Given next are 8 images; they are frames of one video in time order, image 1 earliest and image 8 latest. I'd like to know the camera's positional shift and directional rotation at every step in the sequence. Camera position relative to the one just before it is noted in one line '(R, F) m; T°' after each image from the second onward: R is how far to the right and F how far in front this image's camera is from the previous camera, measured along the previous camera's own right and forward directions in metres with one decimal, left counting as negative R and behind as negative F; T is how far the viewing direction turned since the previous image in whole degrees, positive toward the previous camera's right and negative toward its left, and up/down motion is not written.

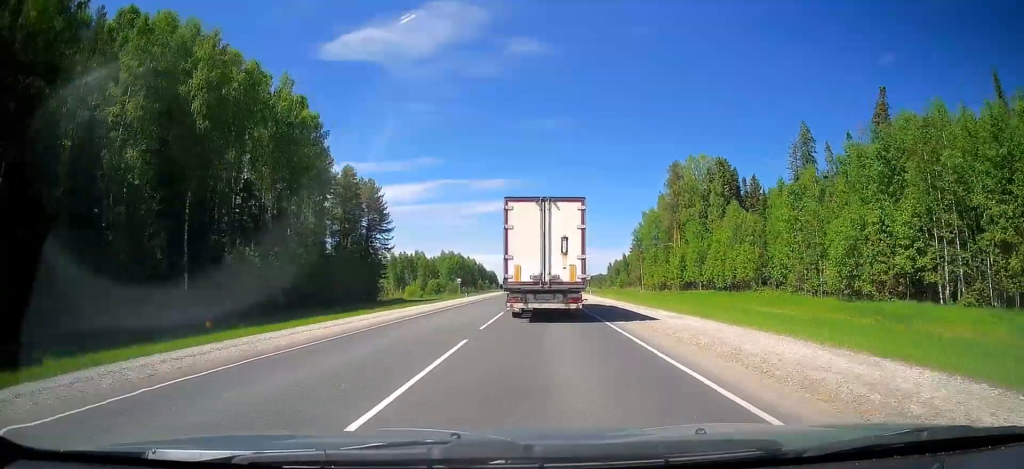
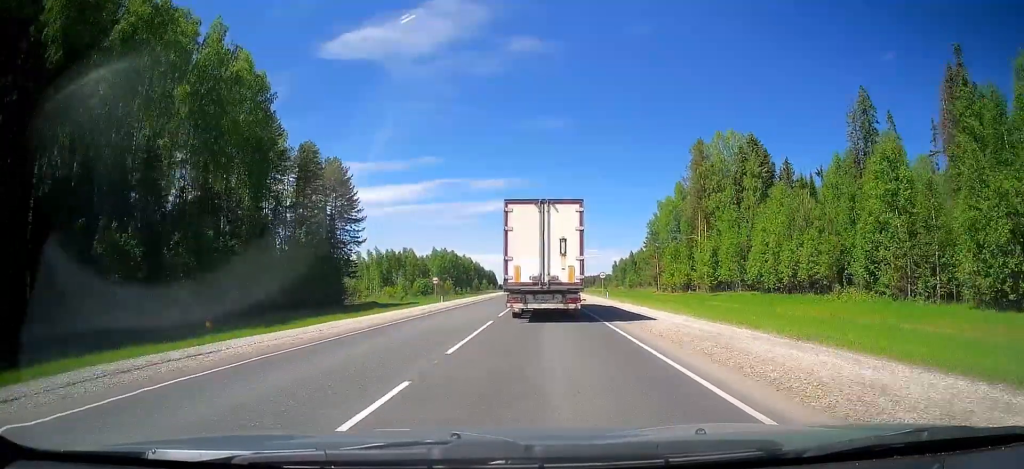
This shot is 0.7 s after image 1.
(0.0, +17.3) m; 0°
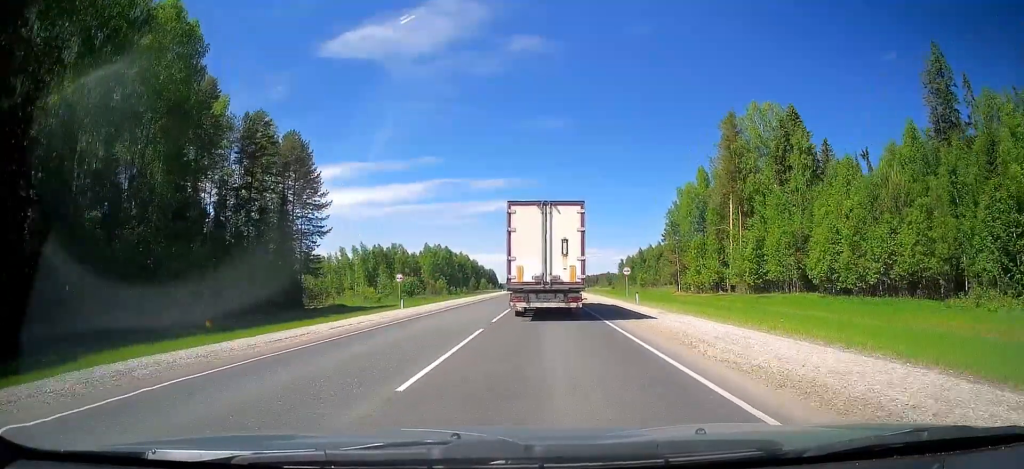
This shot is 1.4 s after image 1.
(0.0, +15.7) m; 0°
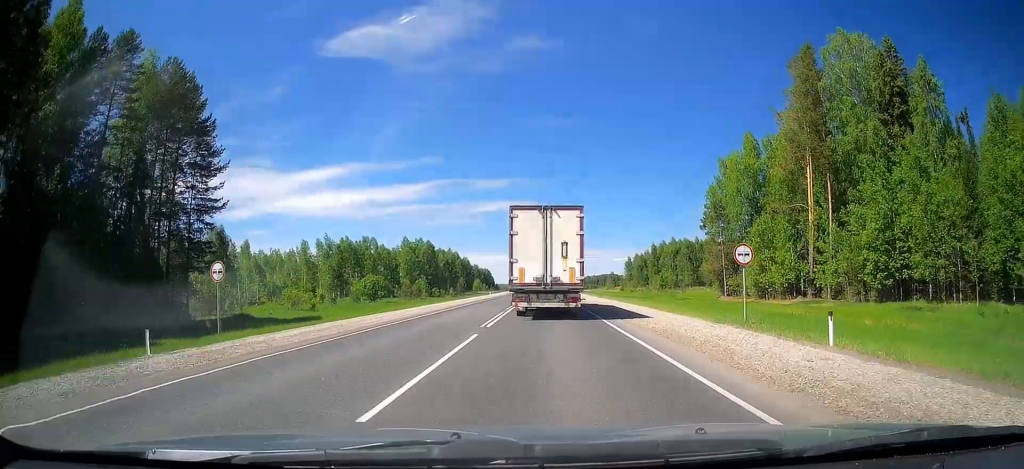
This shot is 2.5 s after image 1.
(+0.1, +25.7) m; 0°
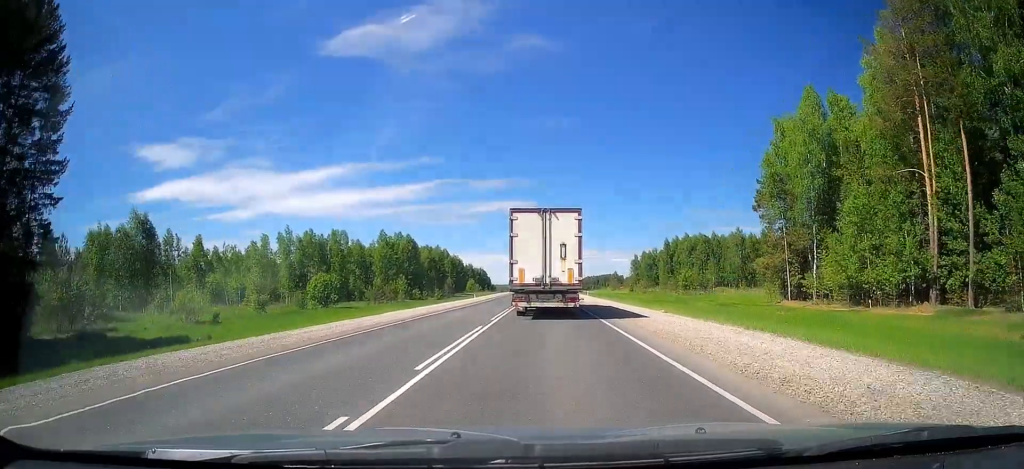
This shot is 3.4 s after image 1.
(0.0, +20.1) m; -1°
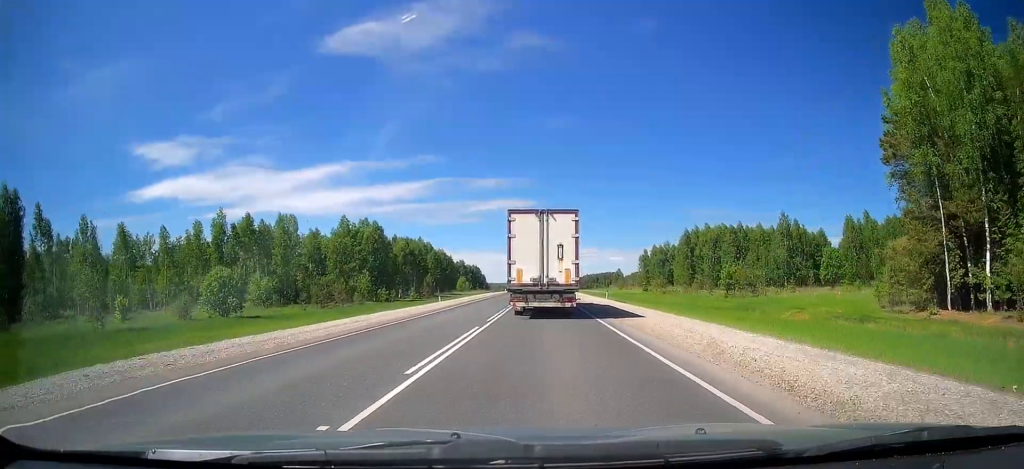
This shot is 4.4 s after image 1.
(-0.4, +24.0) m; 0°
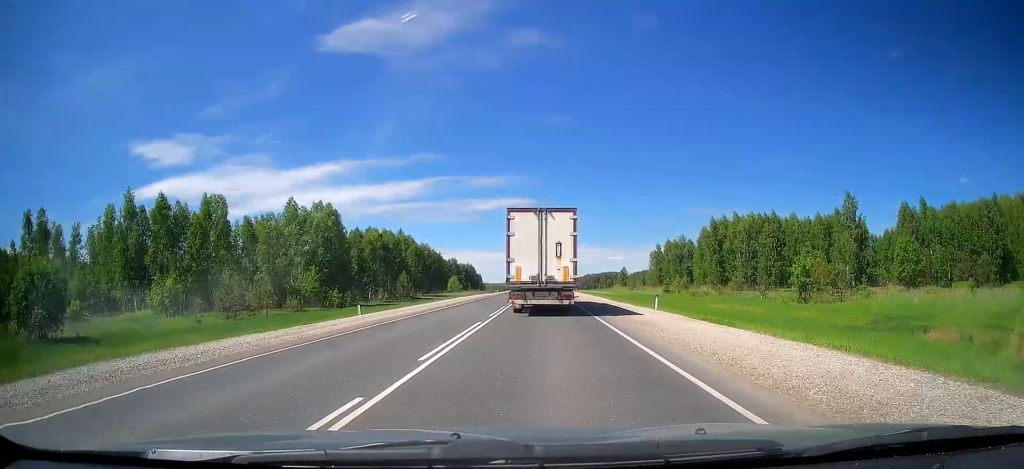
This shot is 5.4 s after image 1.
(+0.3, +22.5) m; +1°
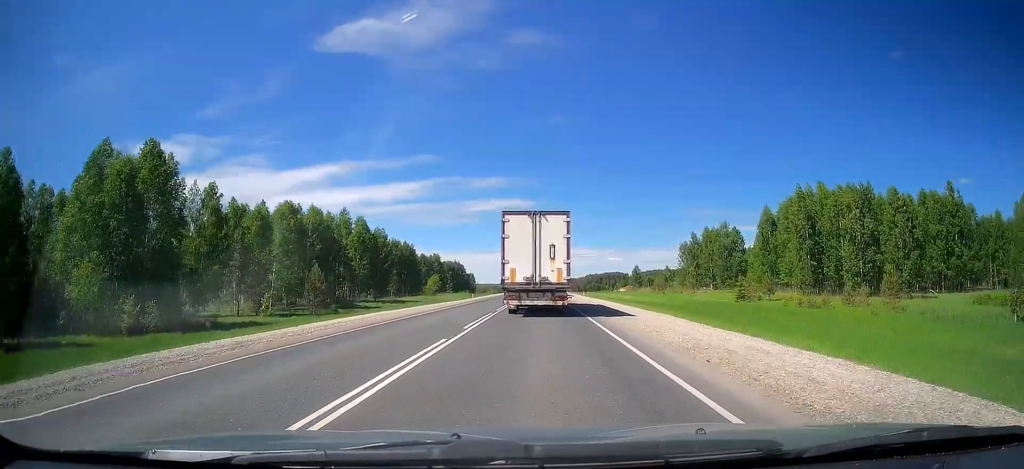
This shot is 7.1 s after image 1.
(+0.2, +41.1) m; 0°
